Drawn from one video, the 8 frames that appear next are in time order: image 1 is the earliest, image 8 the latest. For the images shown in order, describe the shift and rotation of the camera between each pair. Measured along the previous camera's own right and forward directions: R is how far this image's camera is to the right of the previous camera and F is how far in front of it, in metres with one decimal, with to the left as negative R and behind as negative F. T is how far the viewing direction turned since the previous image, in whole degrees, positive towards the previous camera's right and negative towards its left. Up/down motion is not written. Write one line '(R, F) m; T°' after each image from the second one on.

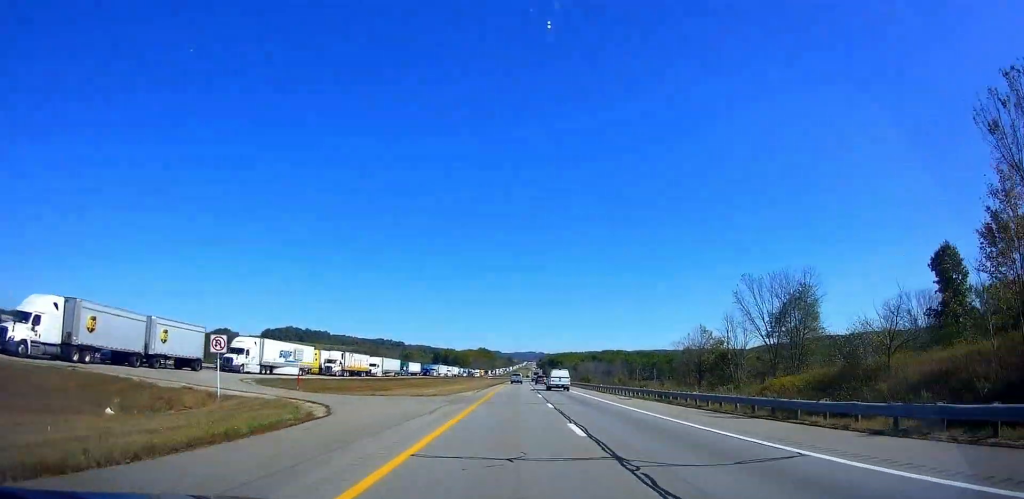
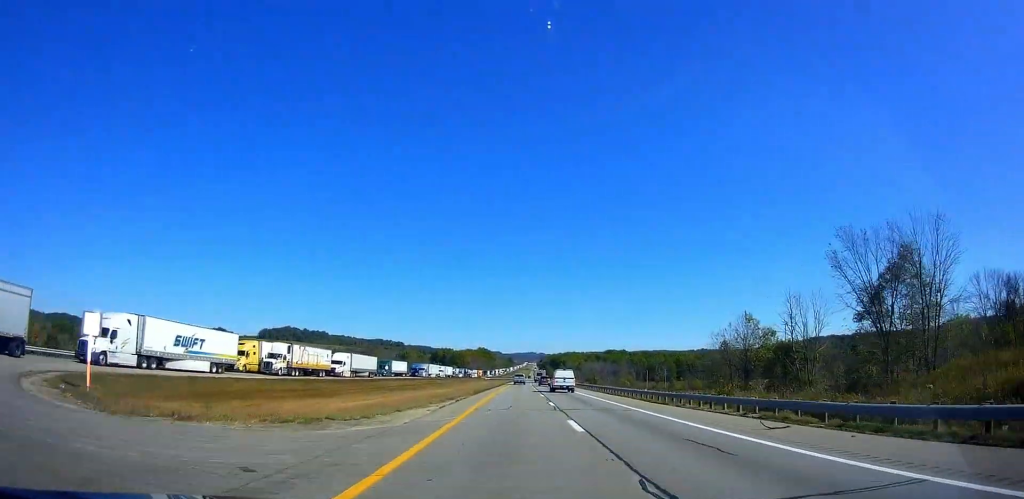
(-0.2, +22.7) m; -1°
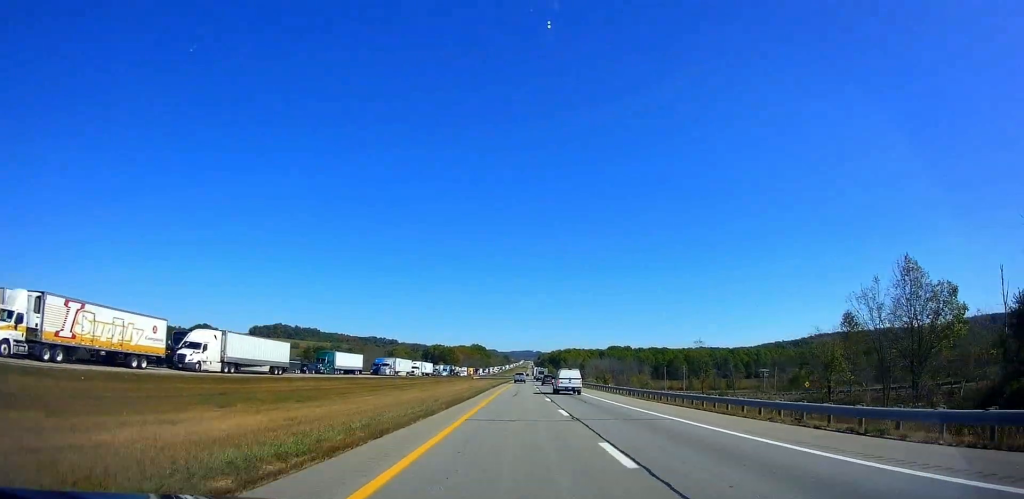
(-0.1, +42.0) m; +1°
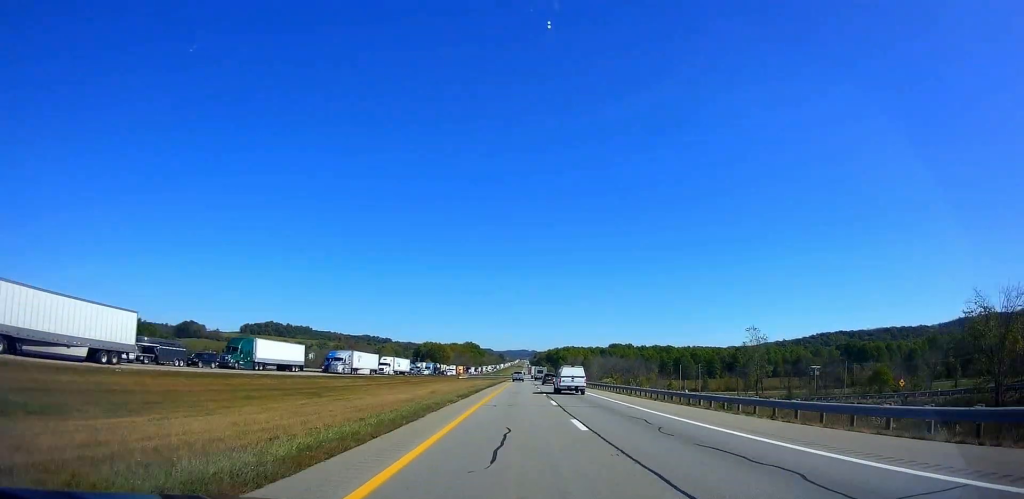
(+0.3, +30.1) m; +1°
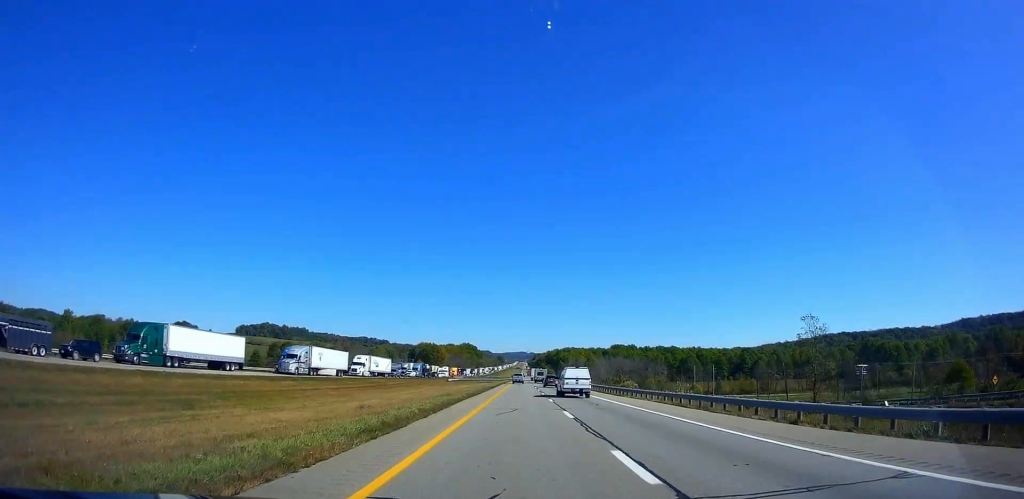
(0.0, +19.3) m; 0°
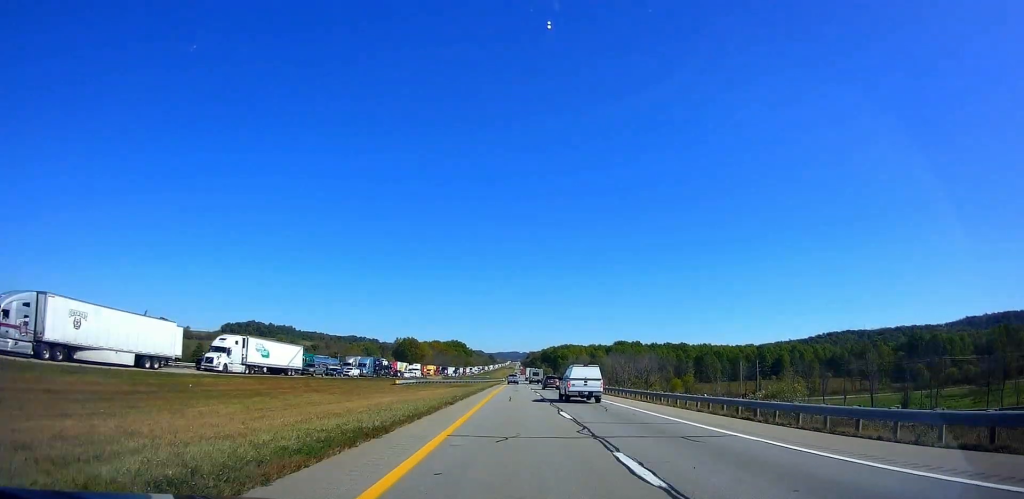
(0.0, +47.2) m; 0°
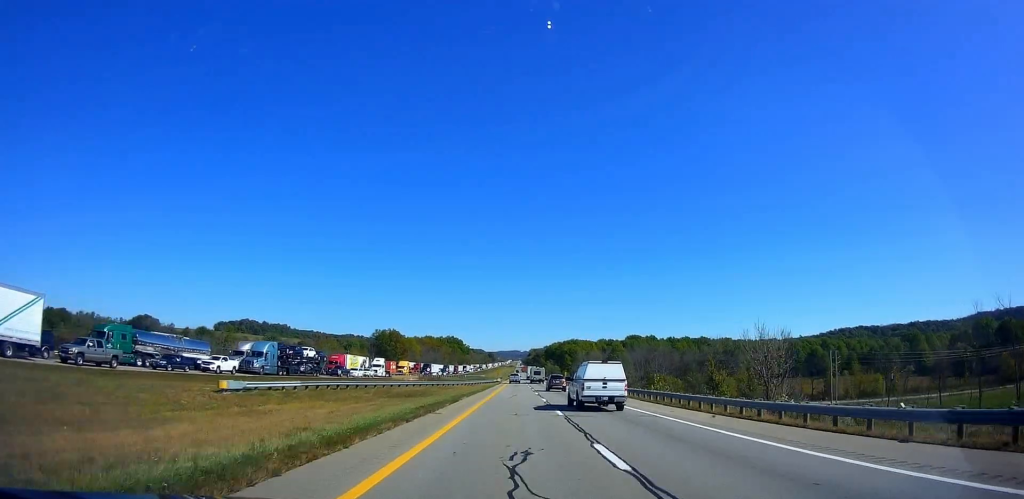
(0.0, +46.3) m; 0°
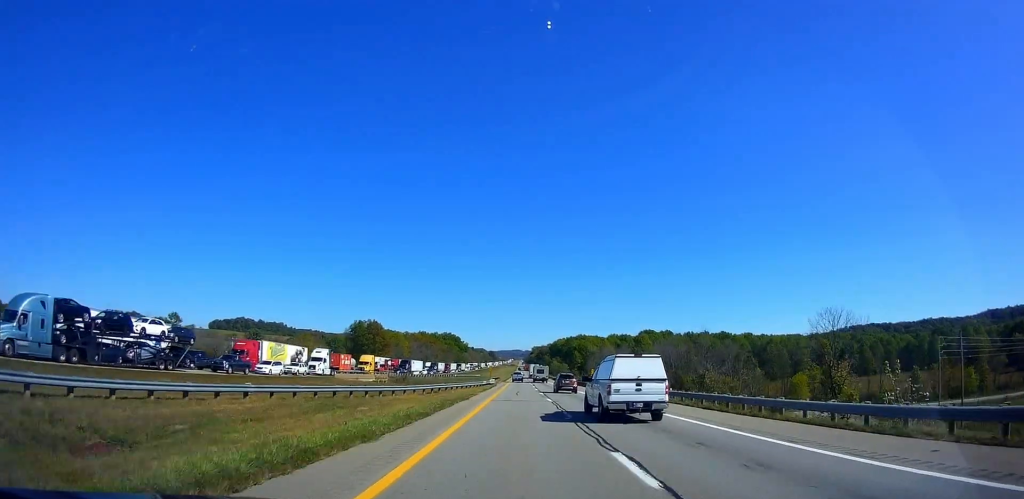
(0.0, +37.9) m; 0°
